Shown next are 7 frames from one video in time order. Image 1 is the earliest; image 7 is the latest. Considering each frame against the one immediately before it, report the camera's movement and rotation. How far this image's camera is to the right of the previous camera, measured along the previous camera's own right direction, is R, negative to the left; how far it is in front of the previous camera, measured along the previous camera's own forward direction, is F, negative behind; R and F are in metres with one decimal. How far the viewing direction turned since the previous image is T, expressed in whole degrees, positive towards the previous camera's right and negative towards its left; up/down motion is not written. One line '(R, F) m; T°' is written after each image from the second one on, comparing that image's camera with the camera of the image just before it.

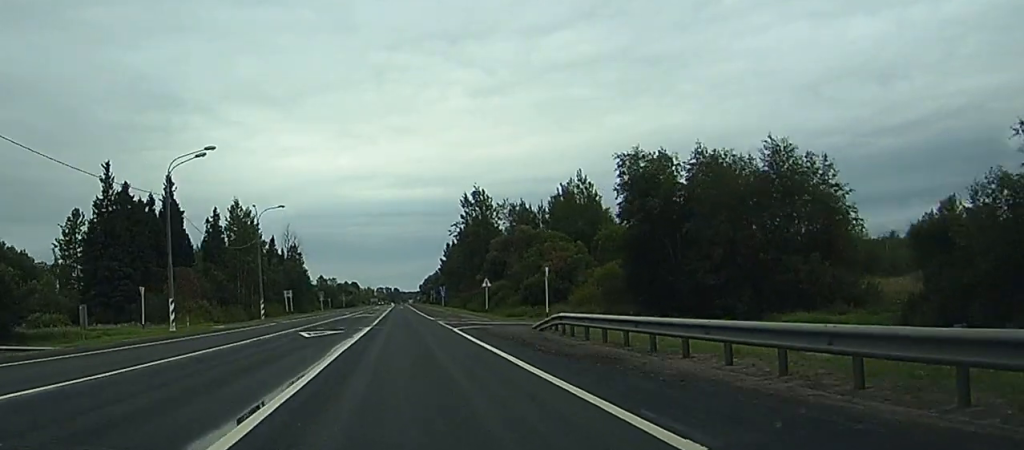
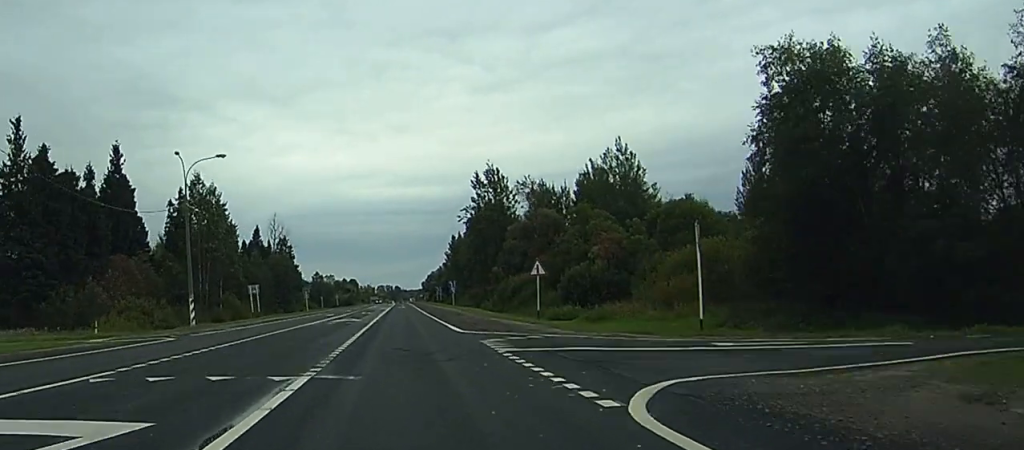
(-0.1, +29.3) m; 0°
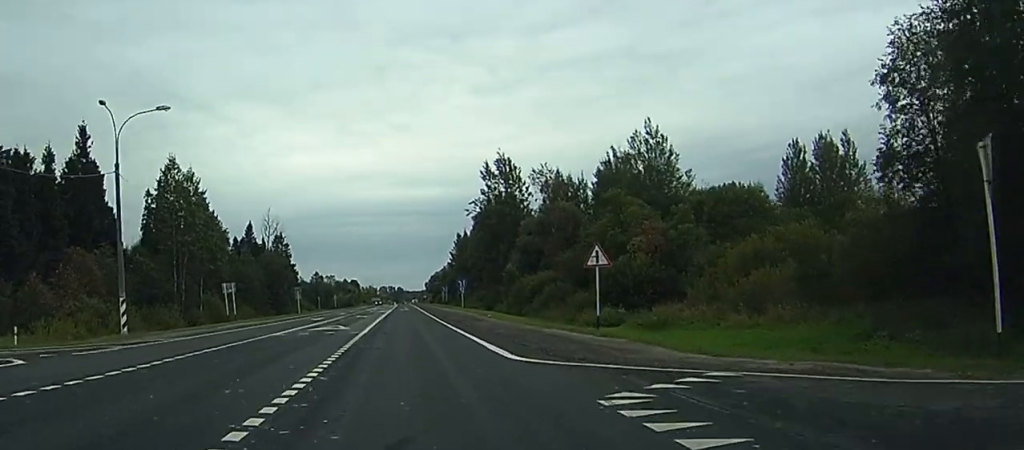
(0.0, +14.7) m; 0°
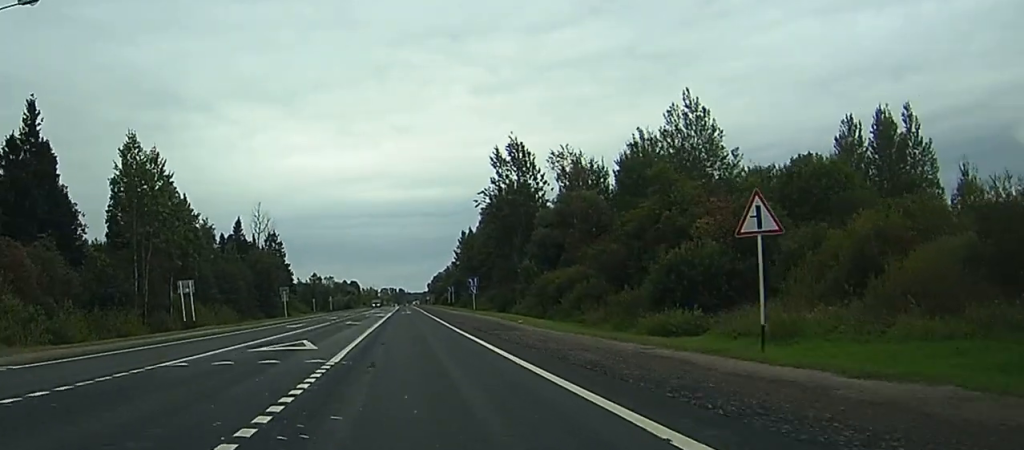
(-0.1, +16.3) m; 0°
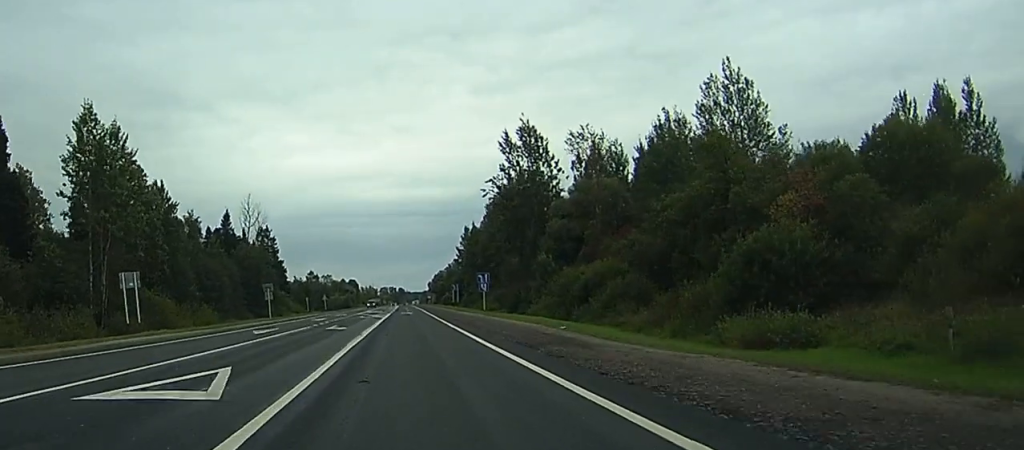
(0.0, +13.1) m; 0°
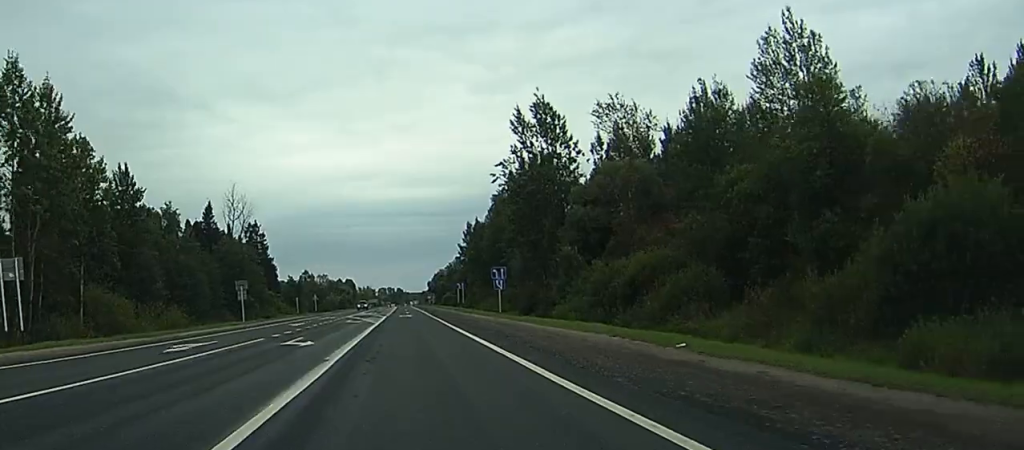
(0.0, +15.6) m; 0°
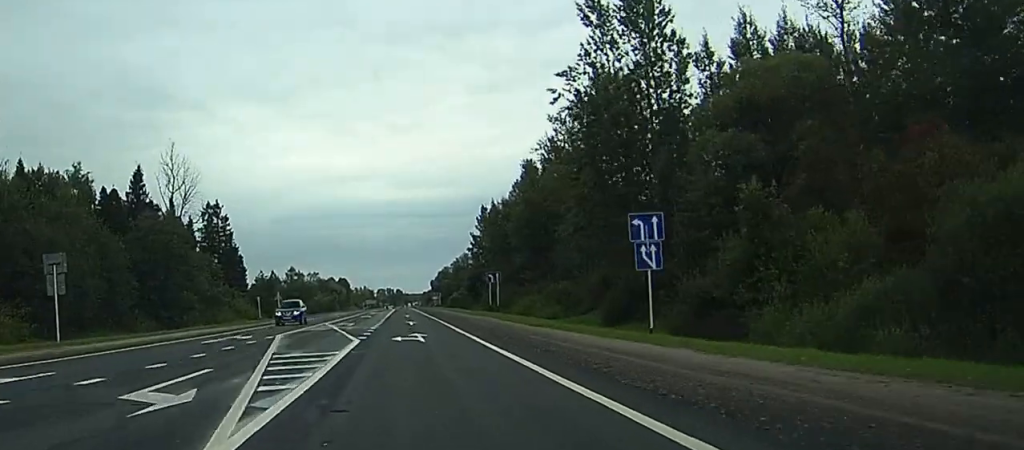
(-0.1, +45.5) m; 0°
